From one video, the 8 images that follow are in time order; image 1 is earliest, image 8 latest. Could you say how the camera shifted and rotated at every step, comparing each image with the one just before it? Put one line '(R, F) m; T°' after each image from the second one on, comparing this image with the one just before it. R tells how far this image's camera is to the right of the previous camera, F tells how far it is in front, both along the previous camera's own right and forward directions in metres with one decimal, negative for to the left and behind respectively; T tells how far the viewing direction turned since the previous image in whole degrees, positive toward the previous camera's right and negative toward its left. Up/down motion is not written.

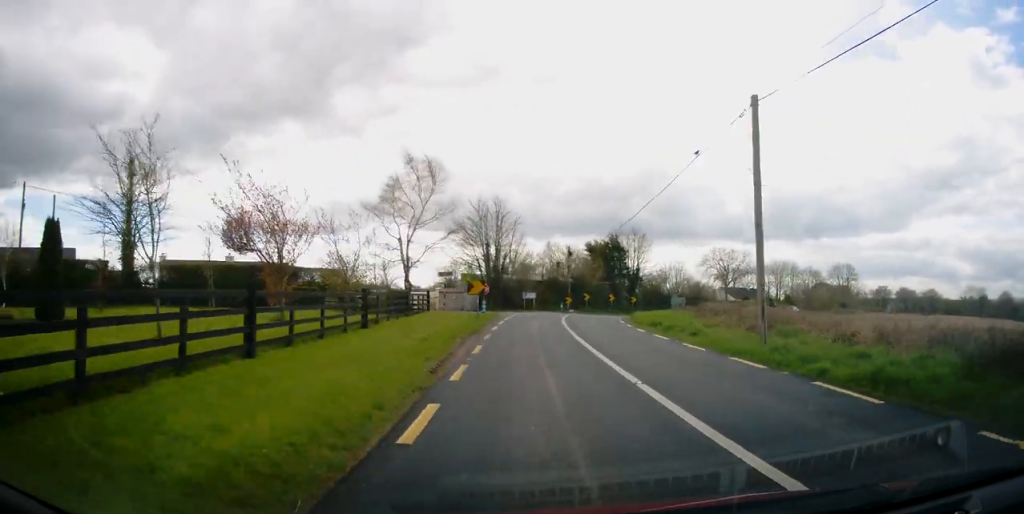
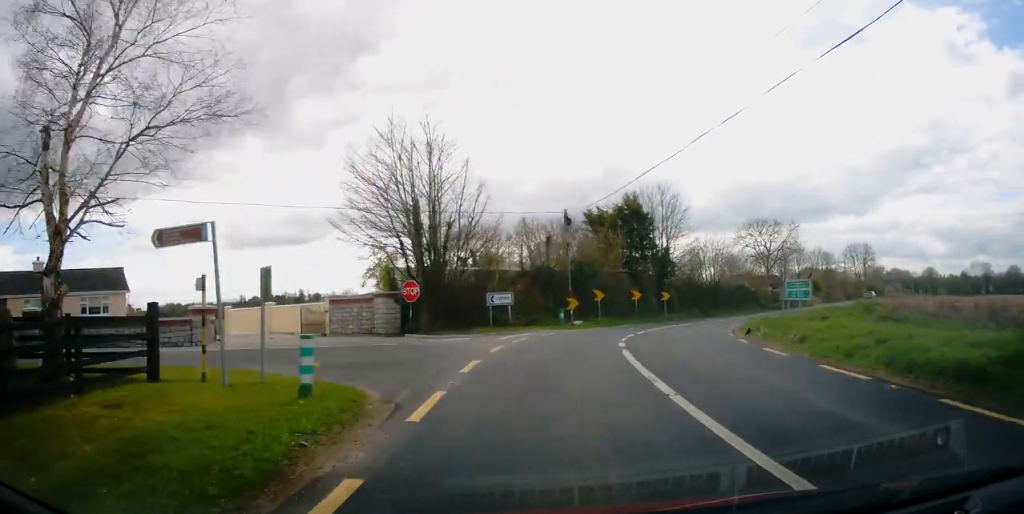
(+0.5, +27.8) m; +2°
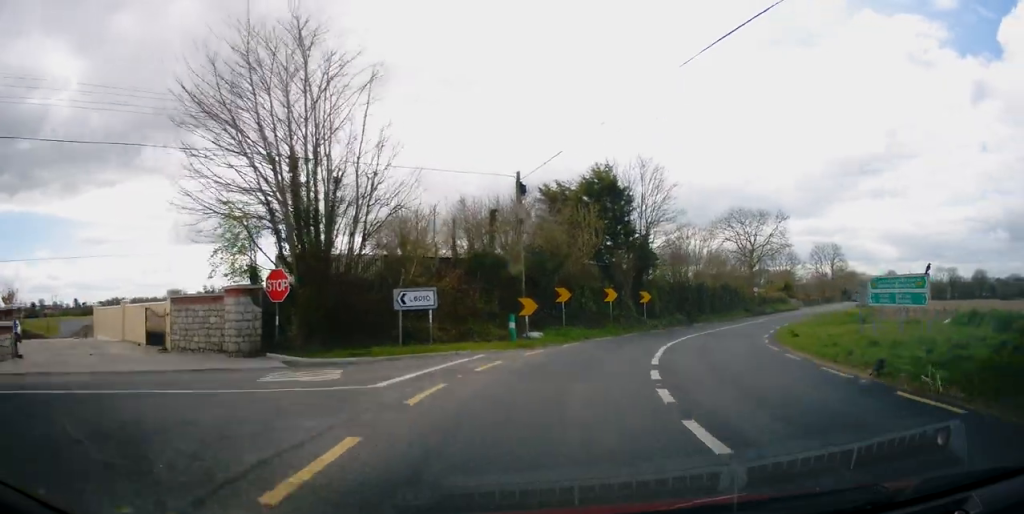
(0.0, +11.1) m; +4°
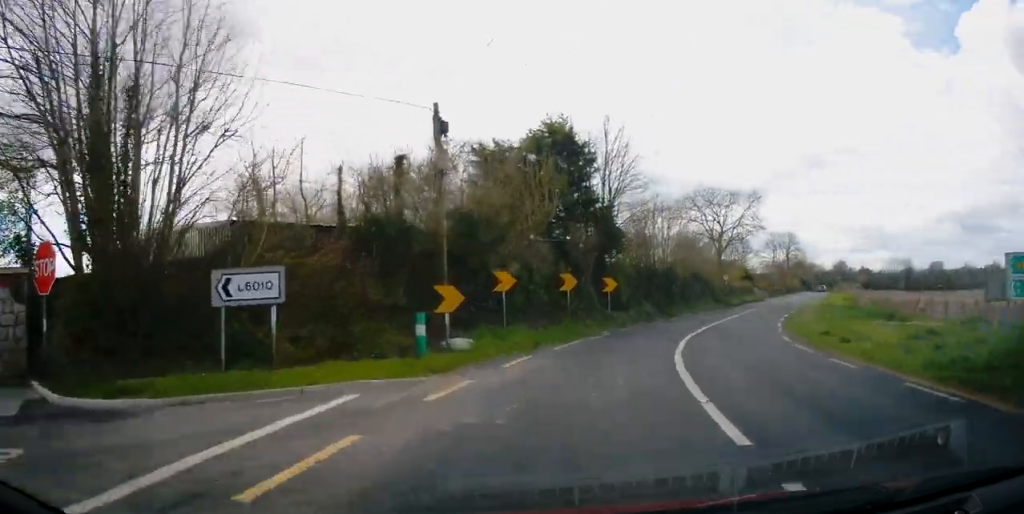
(+0.5, +8.2) m; +6°
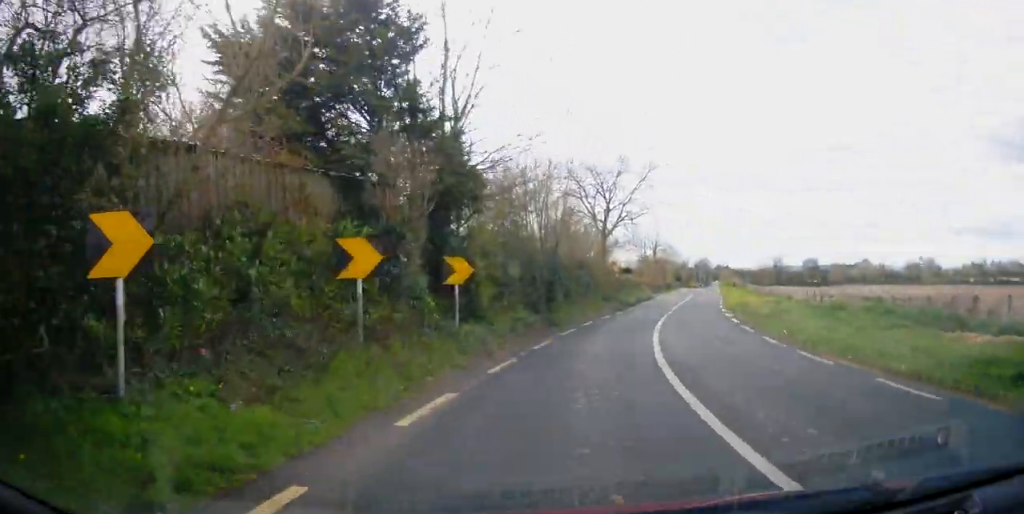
(+1.3, +13.1) m; +12°
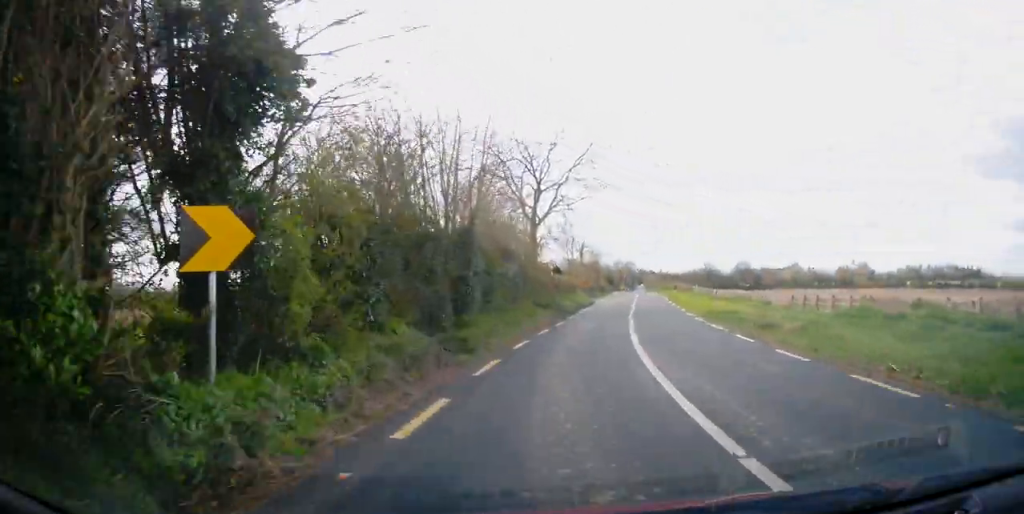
(+0.4, +8.3) m; +8°
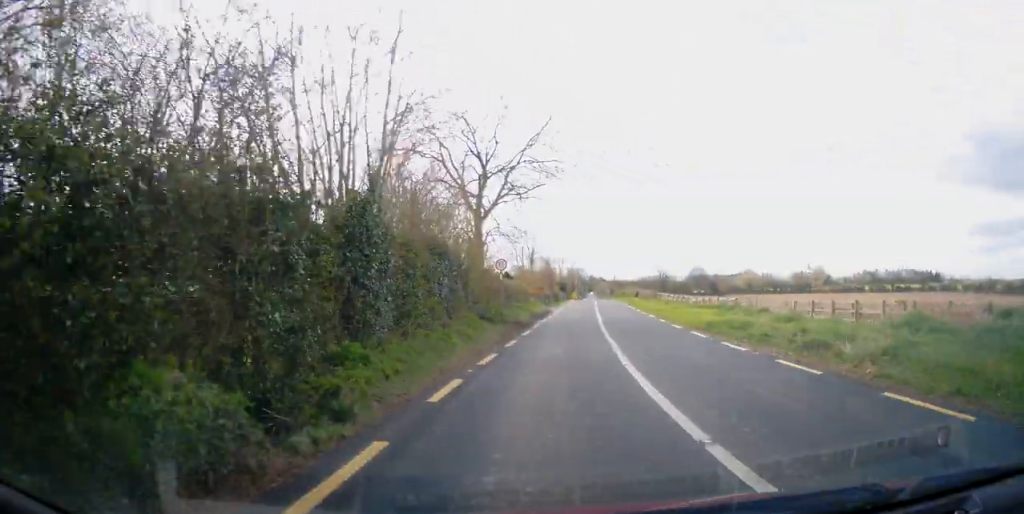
(+0.5, +5.8) m; +5°
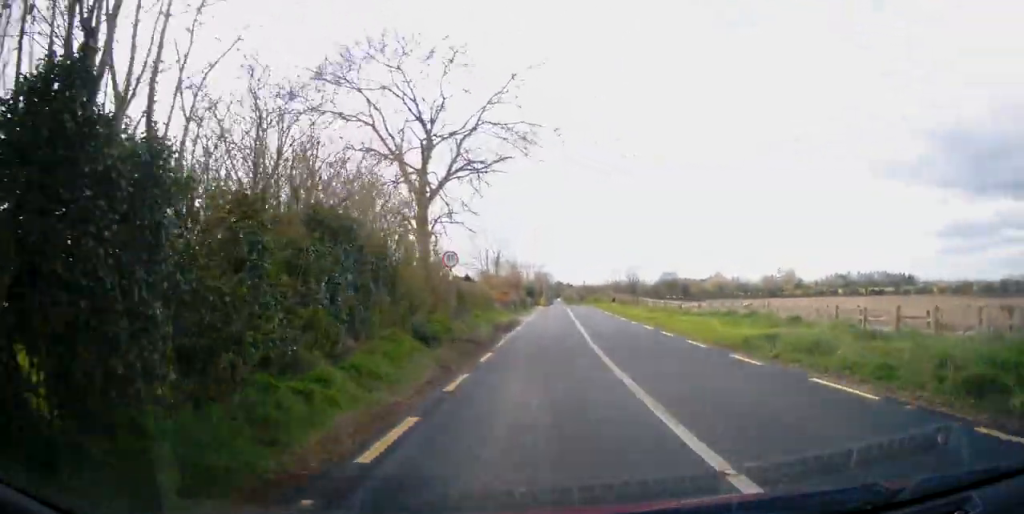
(+0.1, +6.3) m; +5°
